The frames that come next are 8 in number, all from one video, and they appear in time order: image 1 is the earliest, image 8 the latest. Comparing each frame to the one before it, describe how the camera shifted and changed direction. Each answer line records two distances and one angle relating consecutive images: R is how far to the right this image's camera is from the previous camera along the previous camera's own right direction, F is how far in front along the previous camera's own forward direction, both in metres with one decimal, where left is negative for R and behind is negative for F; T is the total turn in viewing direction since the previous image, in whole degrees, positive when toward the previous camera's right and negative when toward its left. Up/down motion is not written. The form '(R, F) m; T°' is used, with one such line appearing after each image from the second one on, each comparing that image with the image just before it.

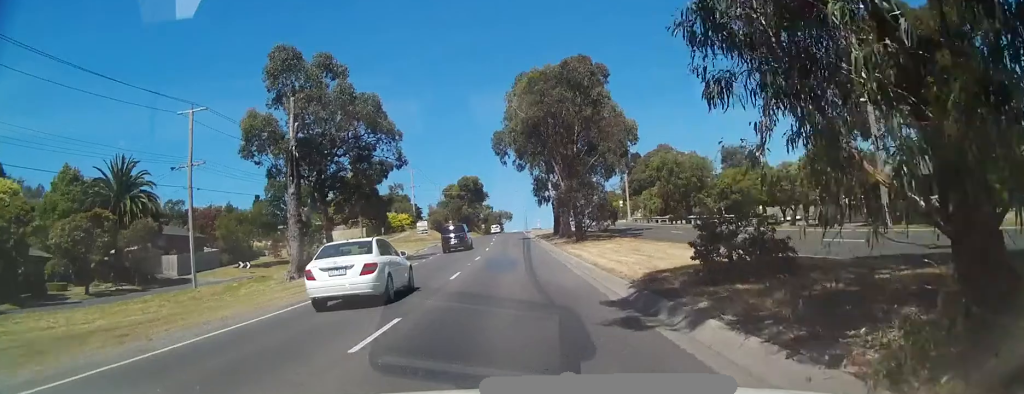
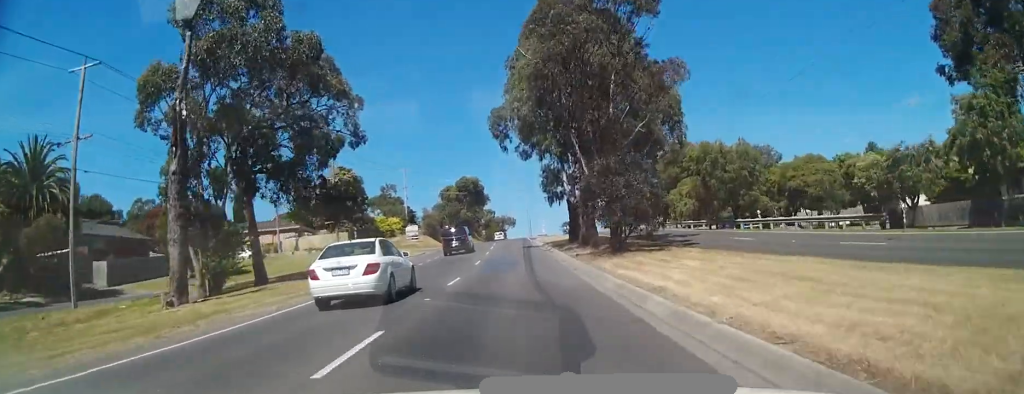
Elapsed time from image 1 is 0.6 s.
(+0.3, +13.7) m; +1°
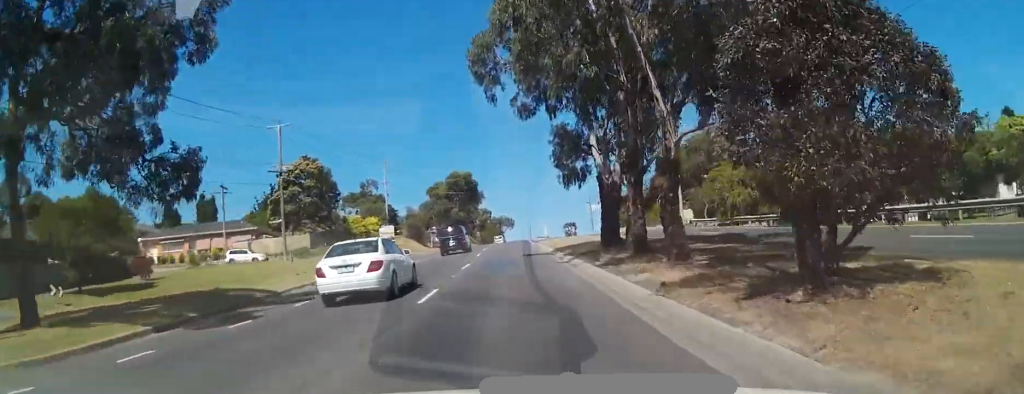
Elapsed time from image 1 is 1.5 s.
(+0.1, +18.0) m; 0°
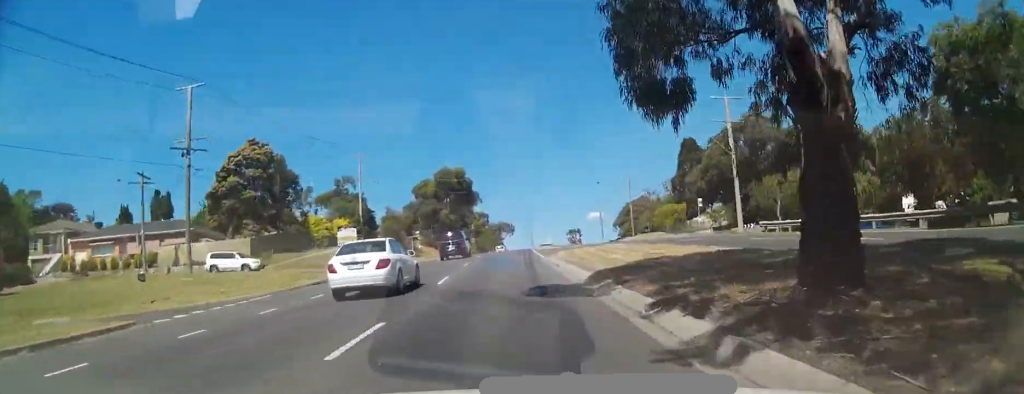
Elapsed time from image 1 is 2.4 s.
(-0.3, +19.1) m; +1°
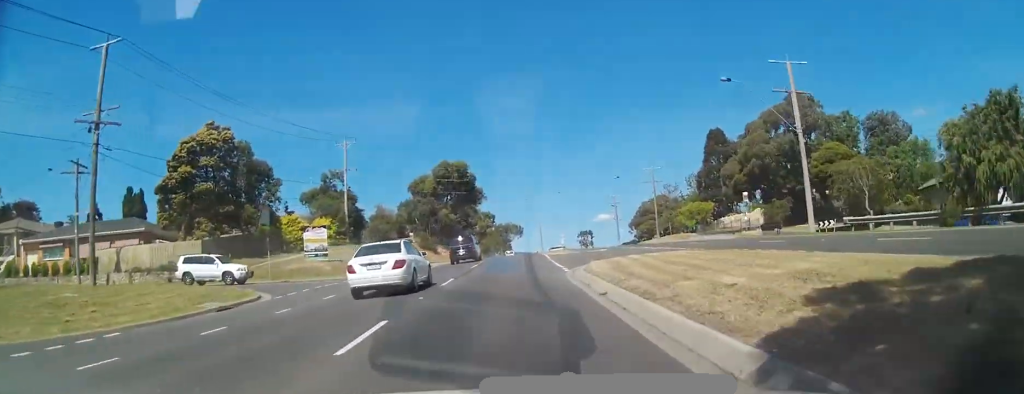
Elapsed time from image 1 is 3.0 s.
(+0.3, +12.1) m; +1°
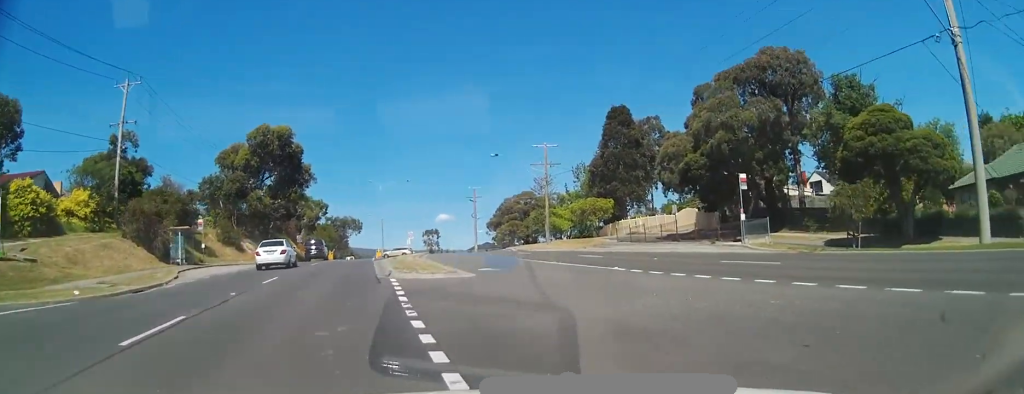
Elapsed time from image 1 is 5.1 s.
(-0.3, +34.6) m; -1°
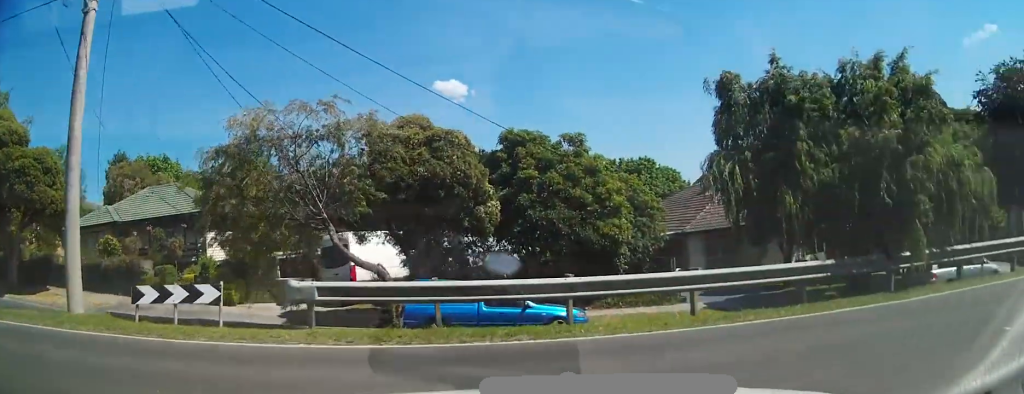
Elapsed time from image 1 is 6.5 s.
(+0.8, +14.9) m; +37°
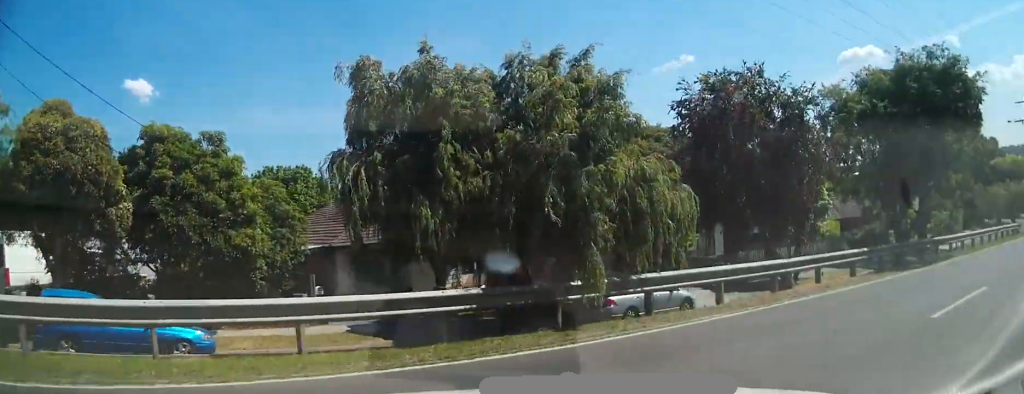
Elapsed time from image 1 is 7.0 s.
(+2.1, -1.0) m; +57°
